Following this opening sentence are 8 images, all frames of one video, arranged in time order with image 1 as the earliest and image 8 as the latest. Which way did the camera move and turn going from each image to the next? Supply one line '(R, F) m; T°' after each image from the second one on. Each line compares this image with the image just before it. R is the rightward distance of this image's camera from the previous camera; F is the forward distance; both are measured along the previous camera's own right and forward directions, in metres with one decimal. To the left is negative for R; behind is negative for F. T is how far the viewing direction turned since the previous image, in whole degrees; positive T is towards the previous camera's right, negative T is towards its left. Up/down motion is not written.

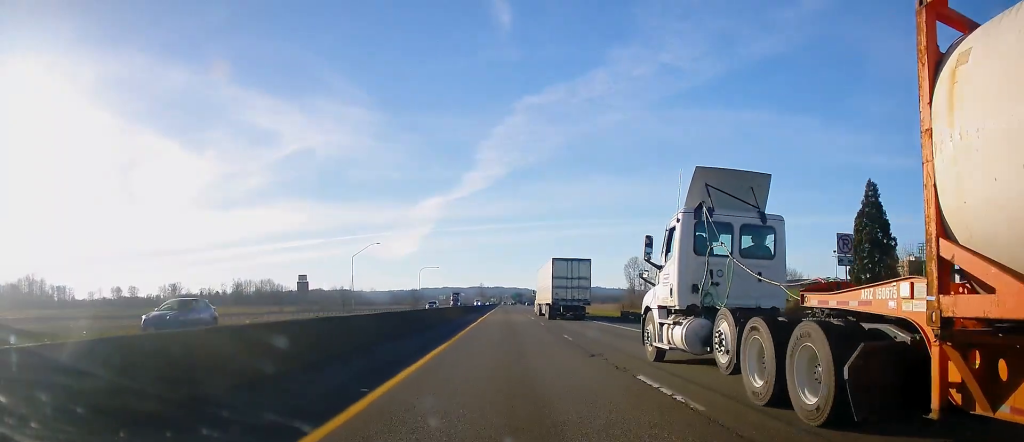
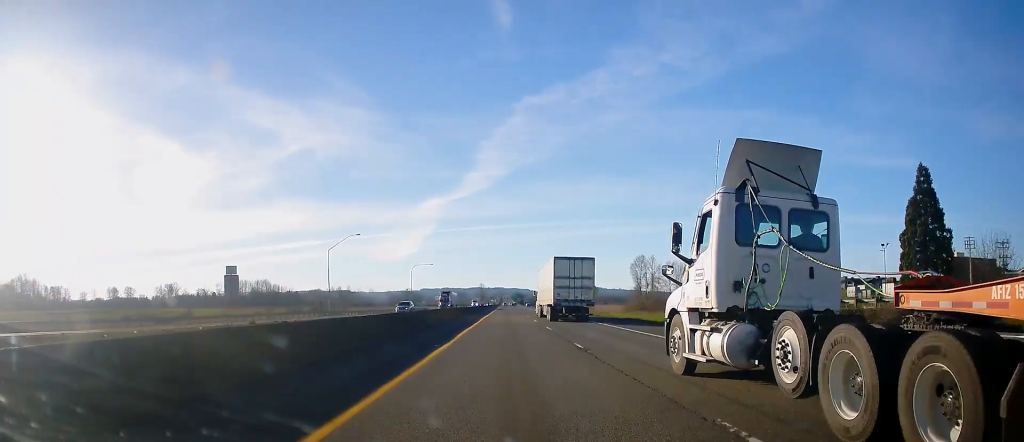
(-0.1, +15.9) m; 0°
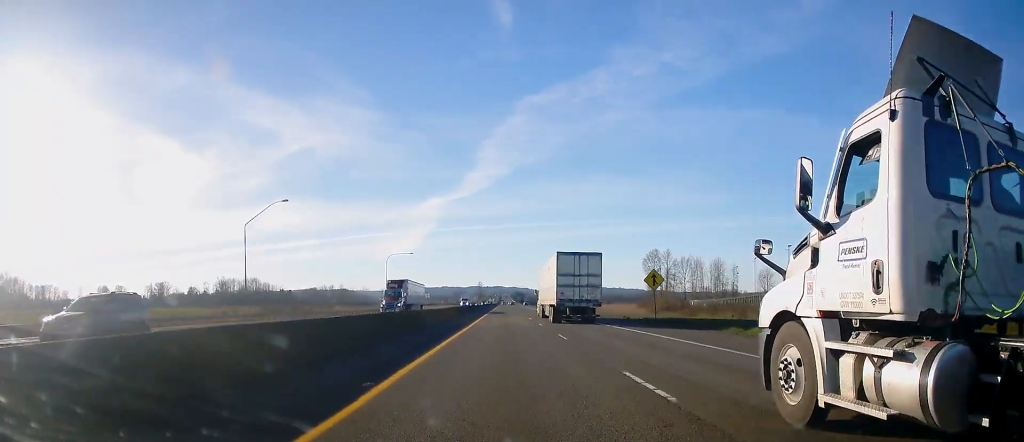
(+0.2, +32.1) m; 0°
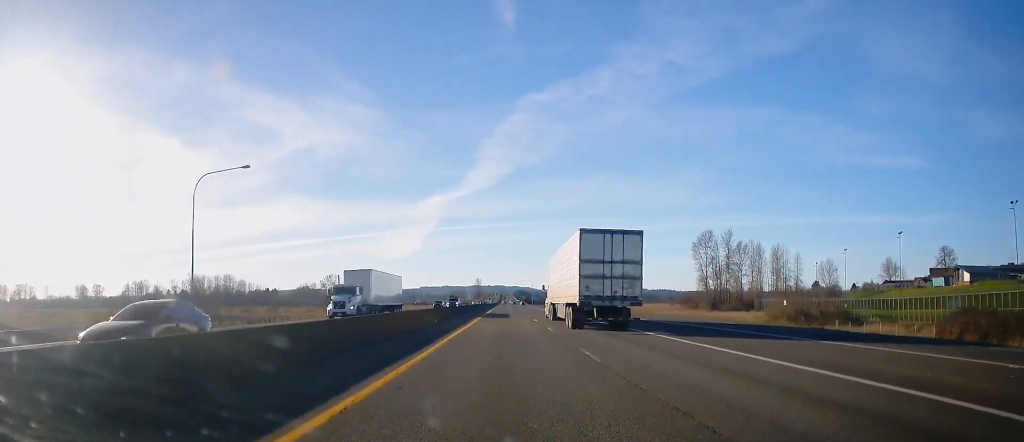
(-1.1, +81.8) m; -1°
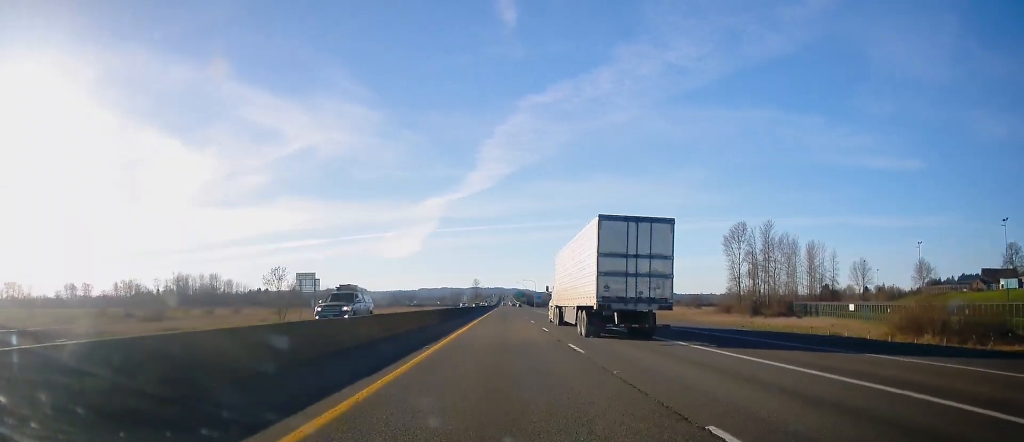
(+0.4, +33.9) m; +1°
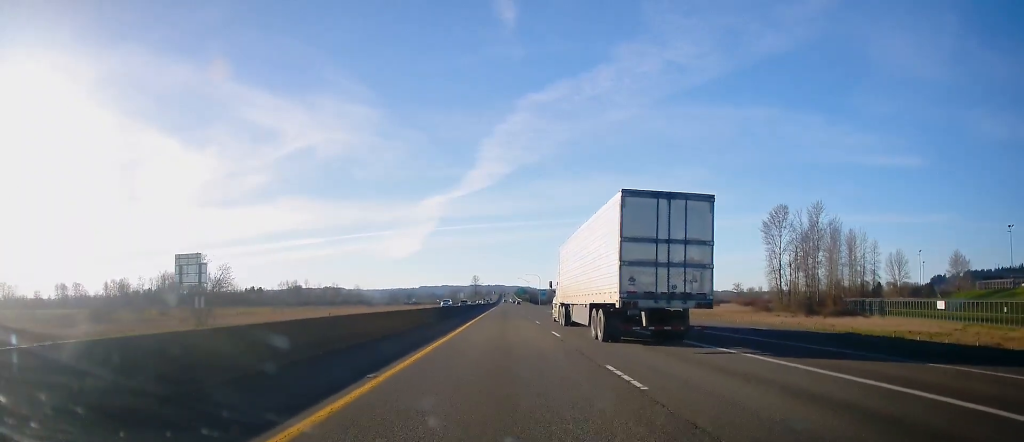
(0.0, +30.7) m; 0°
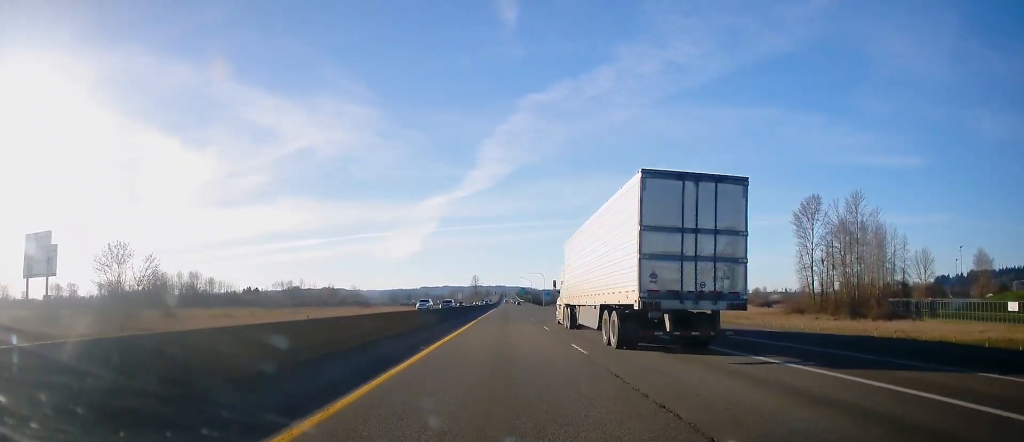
(-0.1, +18.8) m; 0°
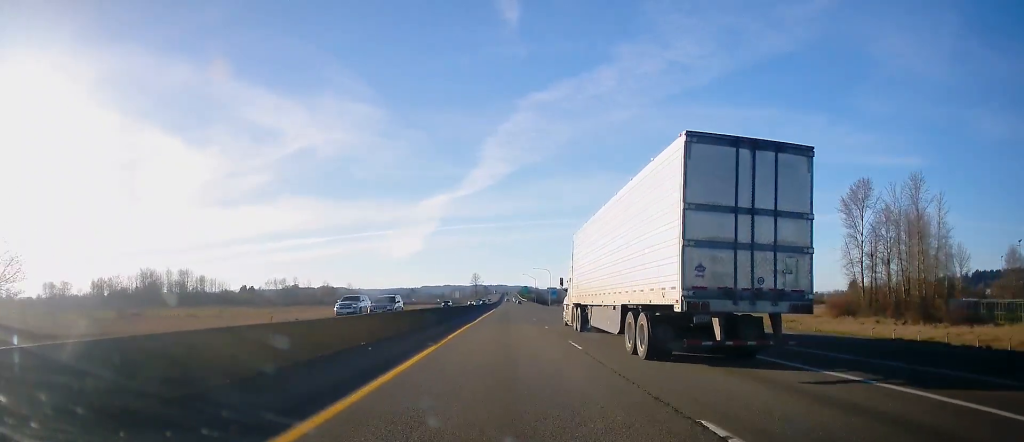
(0.0, +23.3) m; 0°
